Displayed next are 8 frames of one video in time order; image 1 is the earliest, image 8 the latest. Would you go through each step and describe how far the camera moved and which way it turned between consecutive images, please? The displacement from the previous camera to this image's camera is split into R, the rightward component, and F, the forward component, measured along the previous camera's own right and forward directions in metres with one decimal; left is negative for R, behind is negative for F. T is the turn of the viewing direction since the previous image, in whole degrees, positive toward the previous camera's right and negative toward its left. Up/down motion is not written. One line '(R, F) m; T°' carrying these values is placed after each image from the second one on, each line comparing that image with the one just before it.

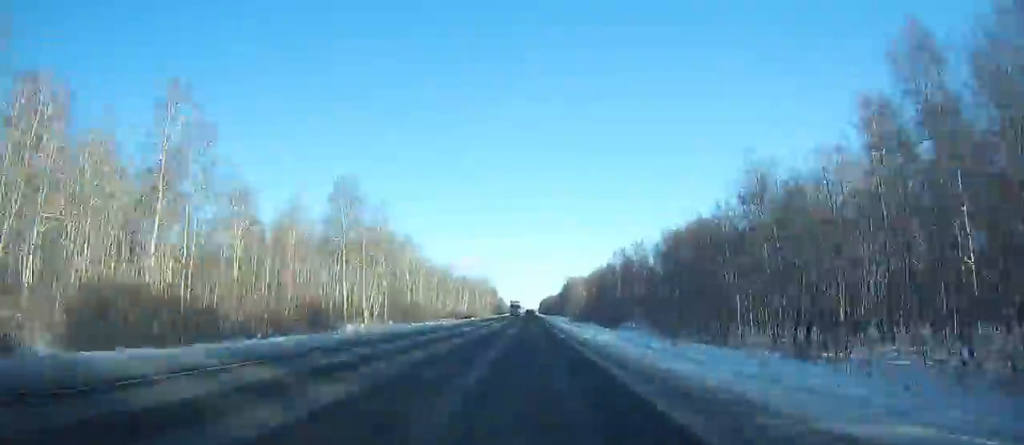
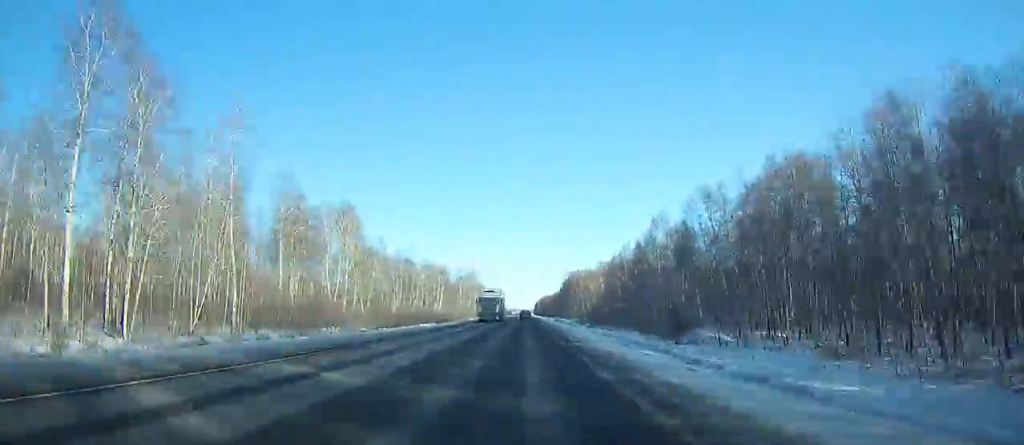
(0.0, +51.1) m; 0°
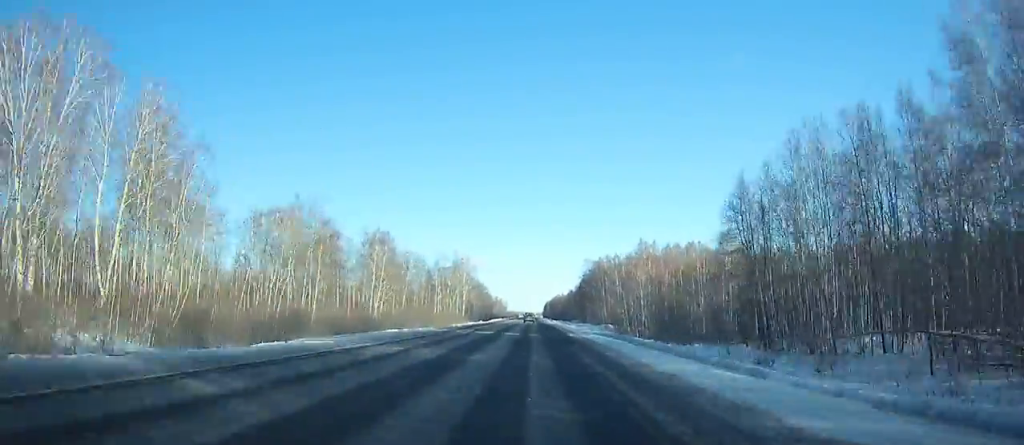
(-0.1, +73.7) m; 0°
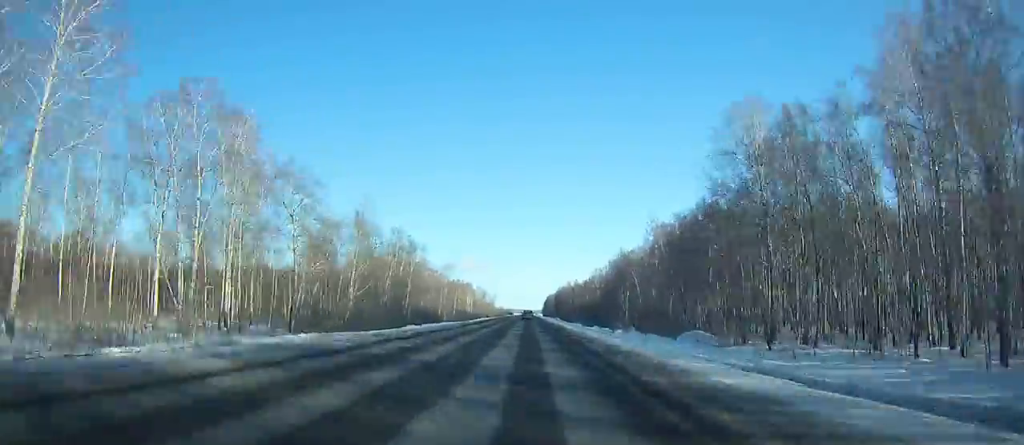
(-0.3, +171.6) m; 0°
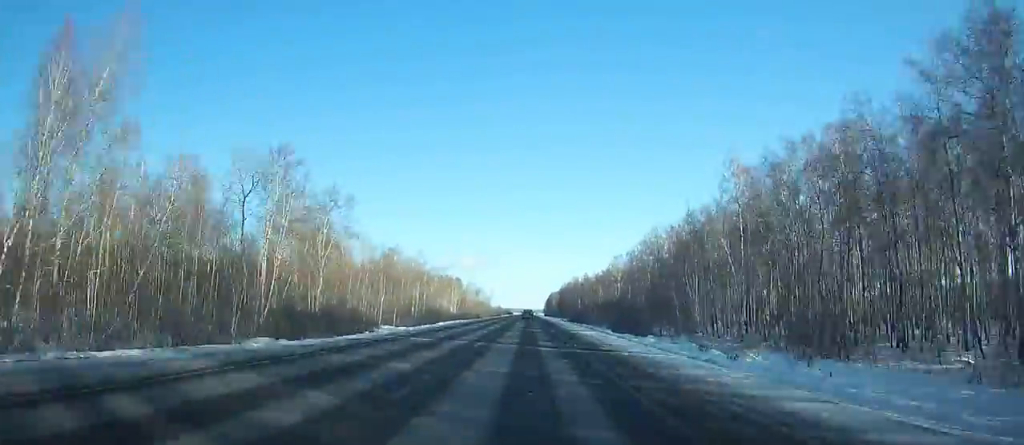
(0.0, +48.2) m; 0°
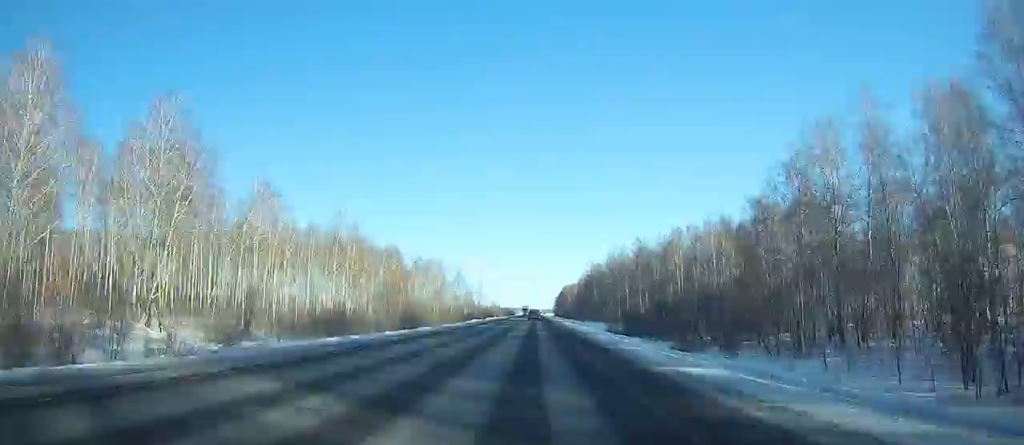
(+0.1, +119.0) m; 0°
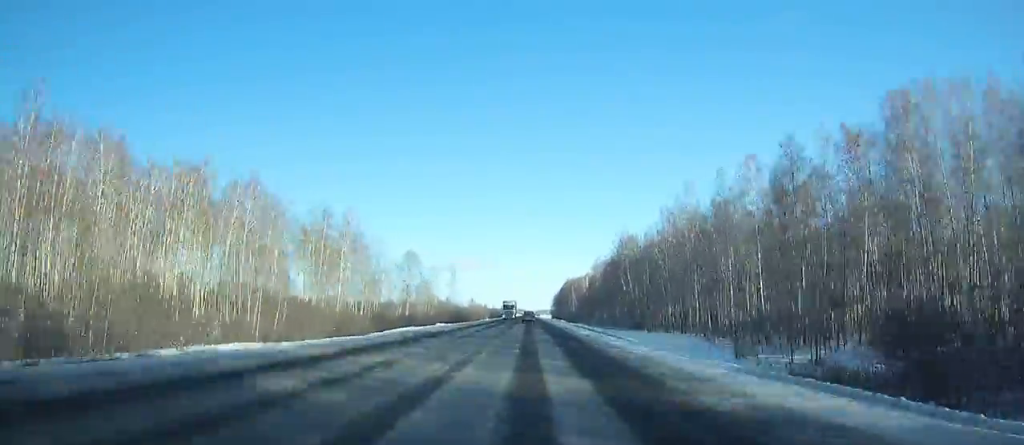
(-0.2, +80.8) m; 0°
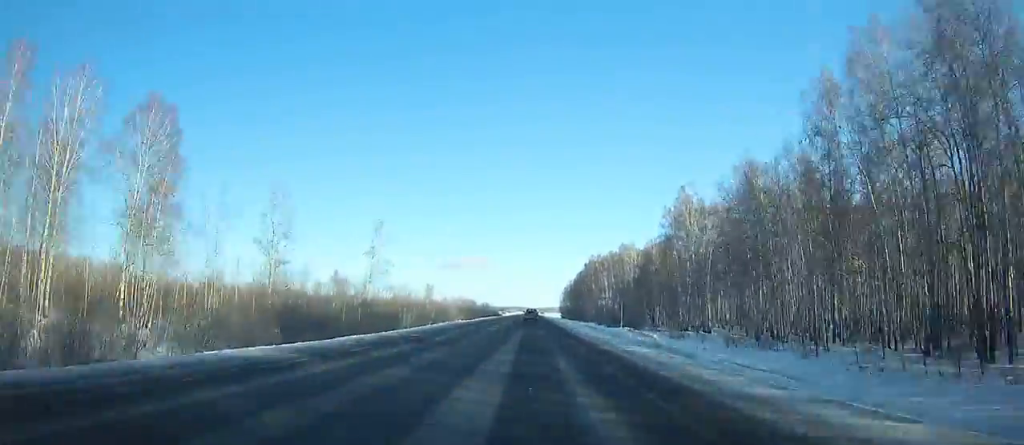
(-0.2, +105.6) m; 0°
